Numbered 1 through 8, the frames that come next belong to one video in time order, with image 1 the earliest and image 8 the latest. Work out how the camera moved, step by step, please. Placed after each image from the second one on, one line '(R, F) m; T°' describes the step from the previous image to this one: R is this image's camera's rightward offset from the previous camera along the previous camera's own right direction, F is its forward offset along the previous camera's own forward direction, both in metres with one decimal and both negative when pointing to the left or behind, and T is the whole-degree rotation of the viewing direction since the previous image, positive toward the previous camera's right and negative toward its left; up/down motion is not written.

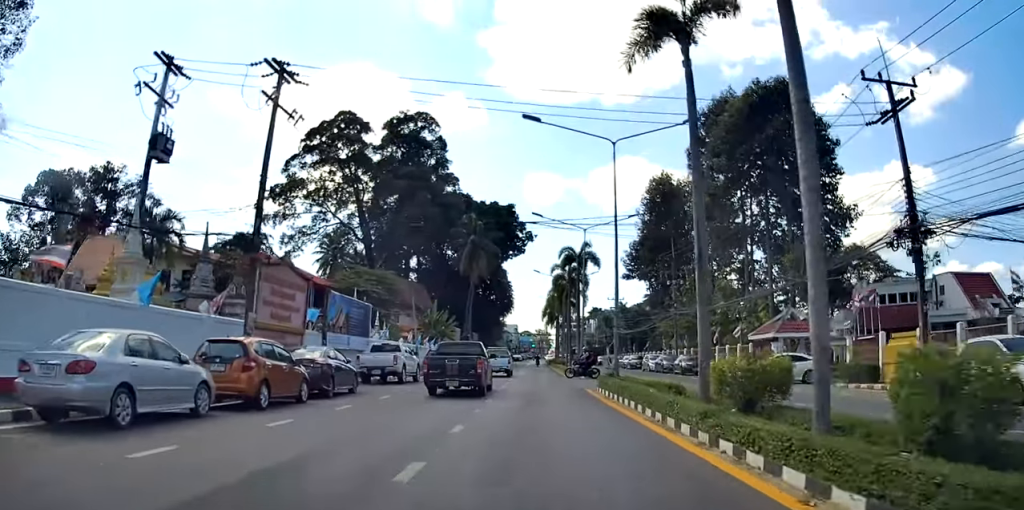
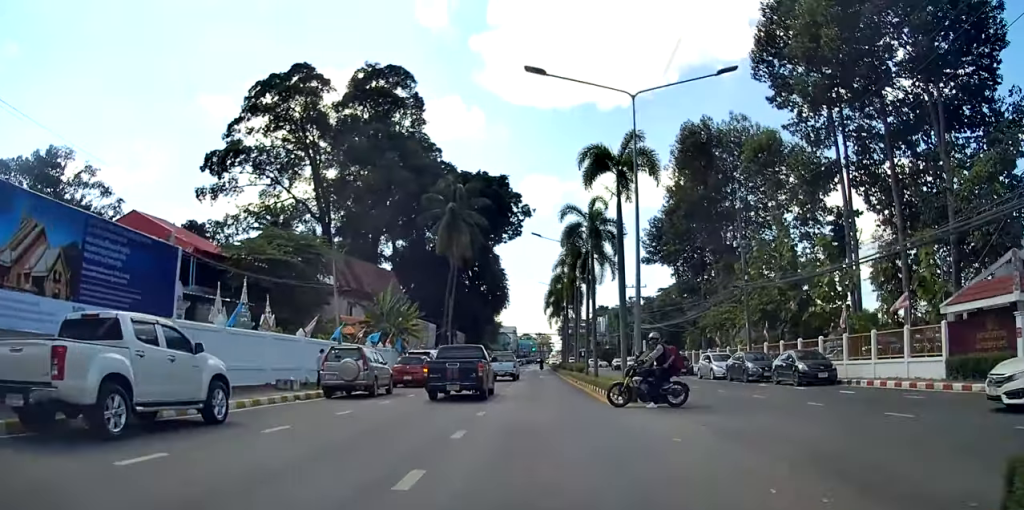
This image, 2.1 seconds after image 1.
(+0.2, +19.9) m; +2°
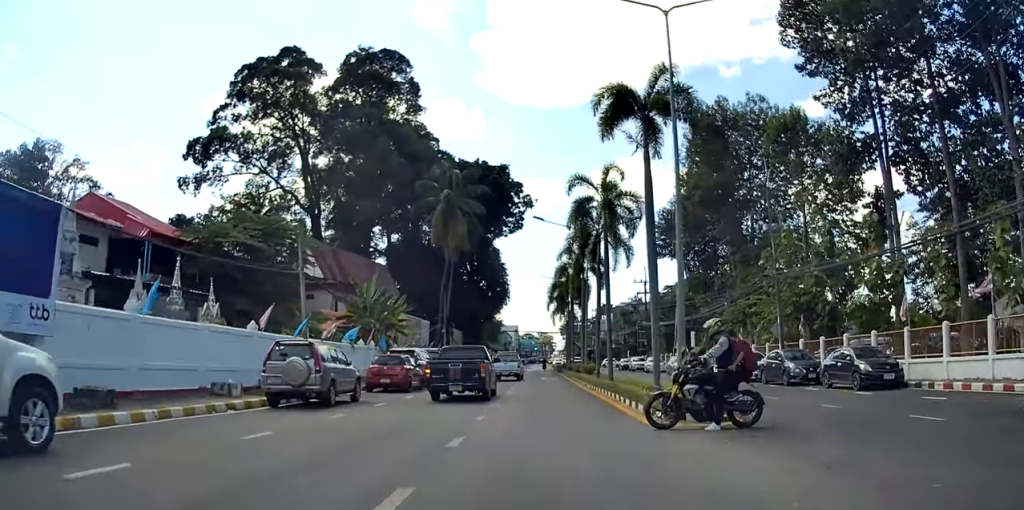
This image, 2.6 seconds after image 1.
(+0.1, +5.1) m; 0°
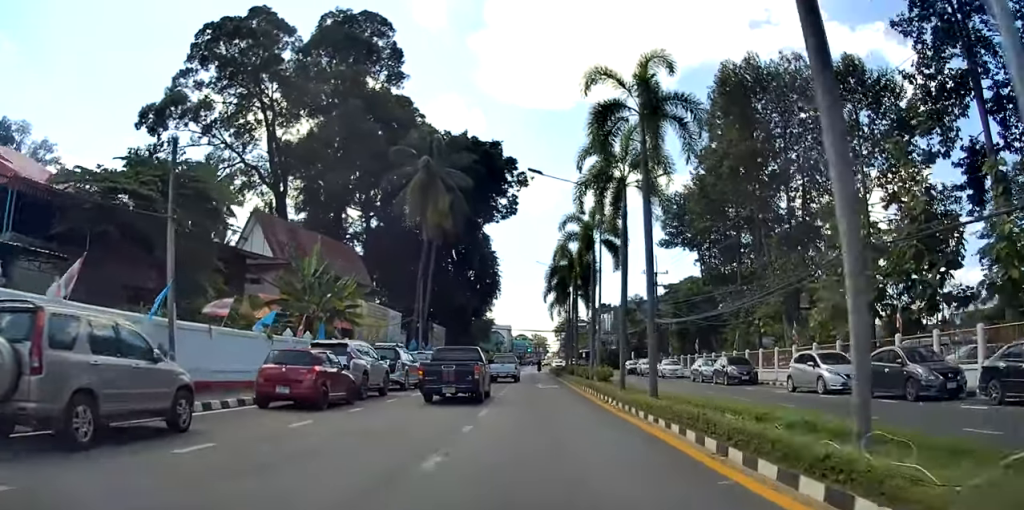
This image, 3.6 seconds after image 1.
(-0.2, +10.0) m; -1°
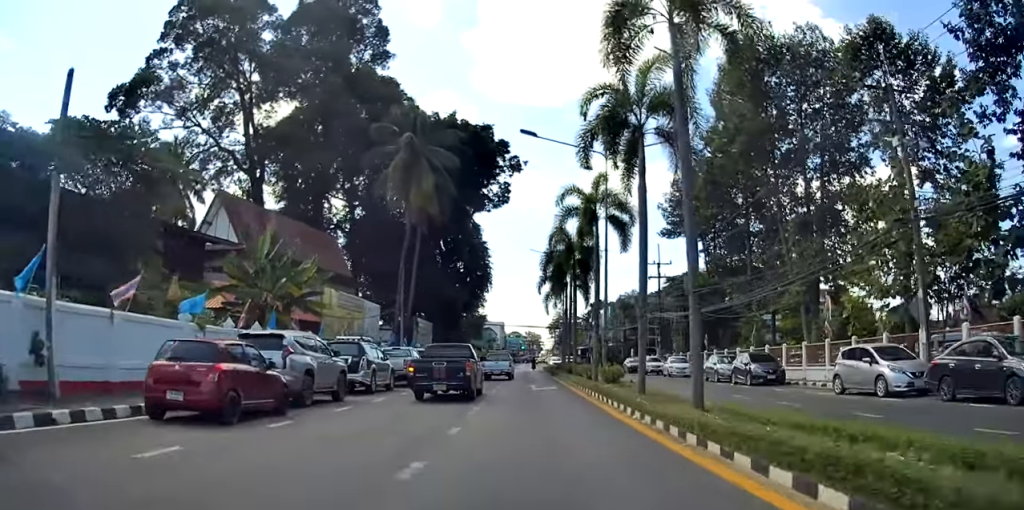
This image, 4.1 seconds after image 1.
(0.0, +4.5) m; 0°
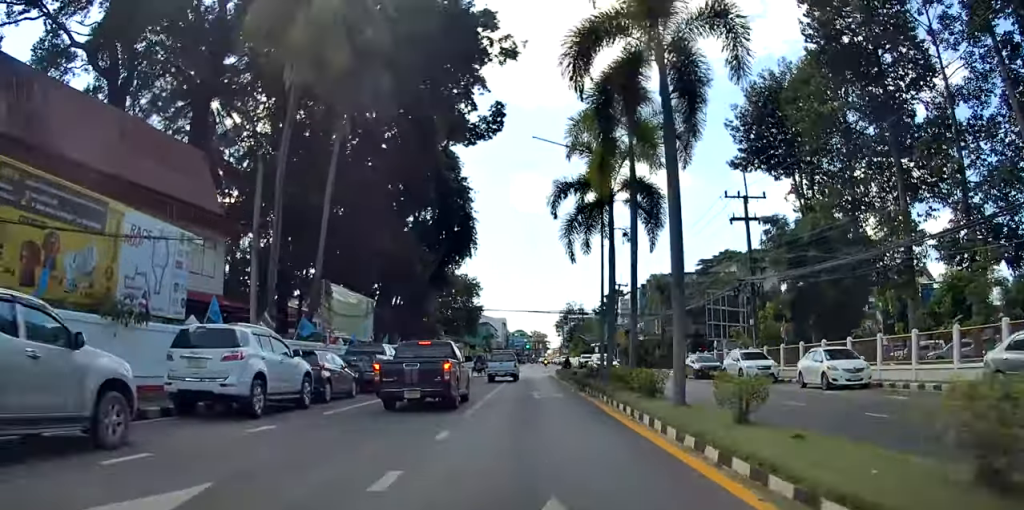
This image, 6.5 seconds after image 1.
(-0.1, +24.7) m; +2°
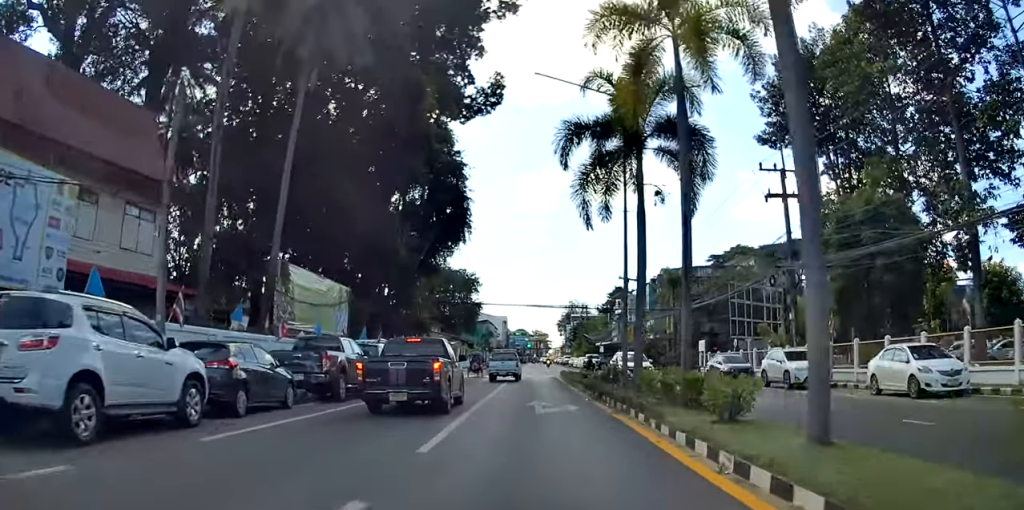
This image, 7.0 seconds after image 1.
(+0.2, +5.4) m; +2°
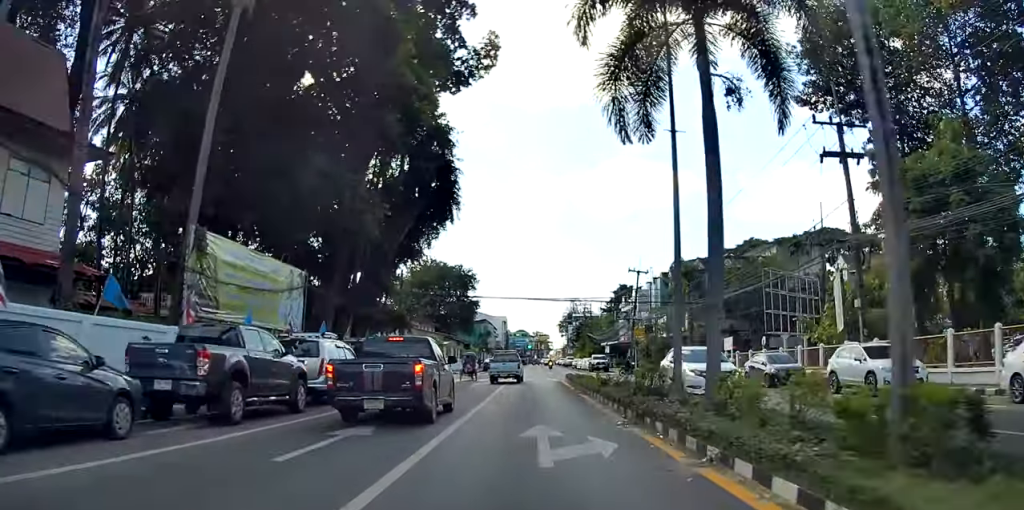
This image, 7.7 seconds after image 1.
(+0.2, +6.8) m; +2°
